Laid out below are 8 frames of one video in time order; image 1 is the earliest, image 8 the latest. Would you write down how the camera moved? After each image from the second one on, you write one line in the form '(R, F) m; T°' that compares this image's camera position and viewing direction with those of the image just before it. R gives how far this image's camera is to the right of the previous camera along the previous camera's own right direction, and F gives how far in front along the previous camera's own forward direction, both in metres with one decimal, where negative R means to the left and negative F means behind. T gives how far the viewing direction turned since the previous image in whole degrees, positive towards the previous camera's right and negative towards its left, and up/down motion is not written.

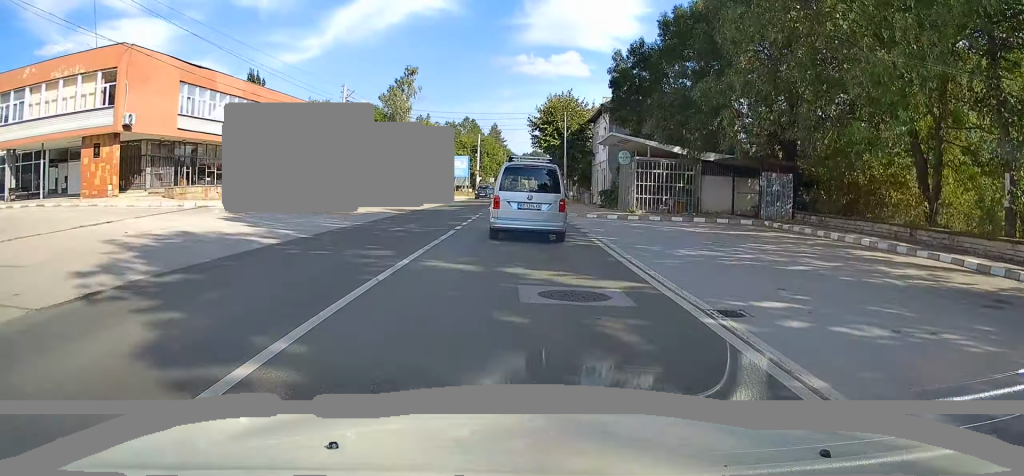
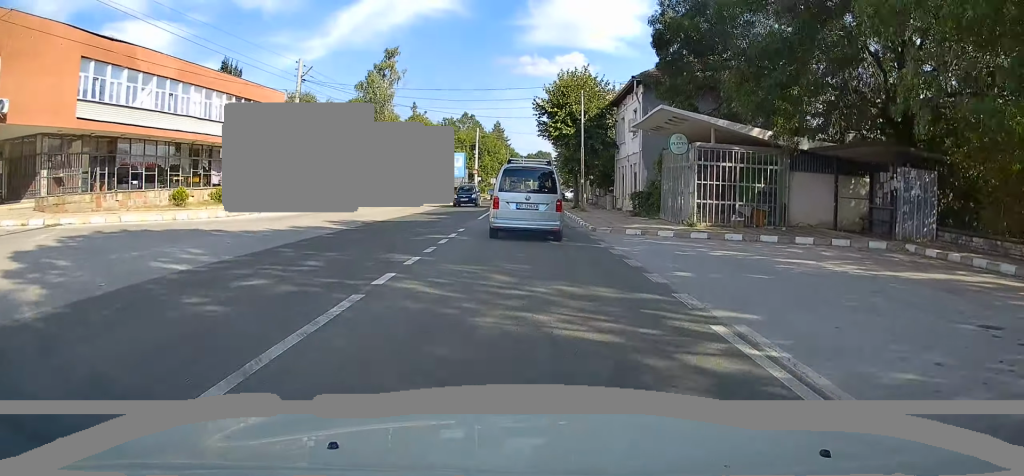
(+0.1, +10.5) m; 0°
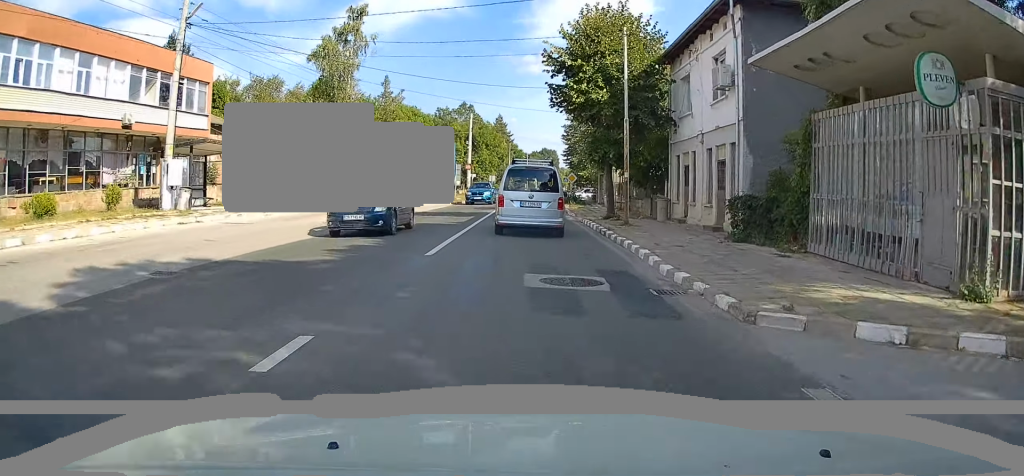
(-0.3, +13.9) m; 0°
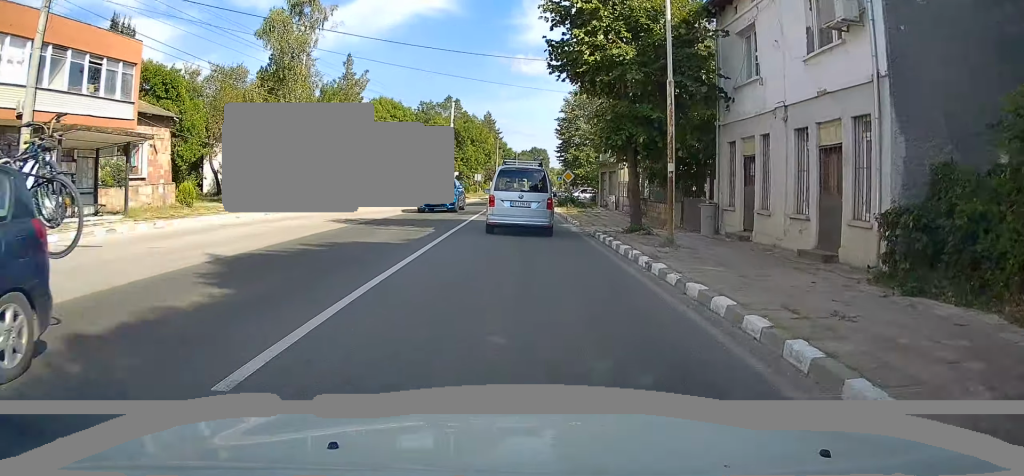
(+0.2, +7.6) m; 0°
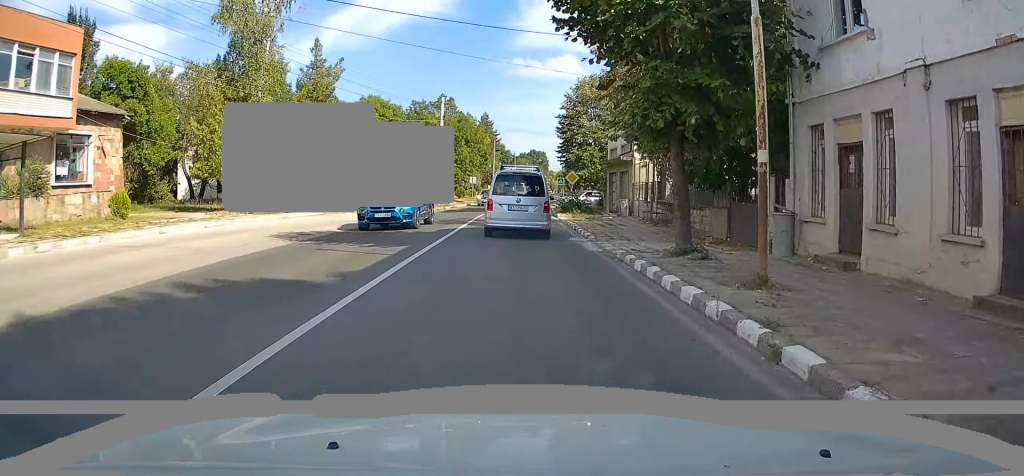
(+0.1, +5.3) m; 0°
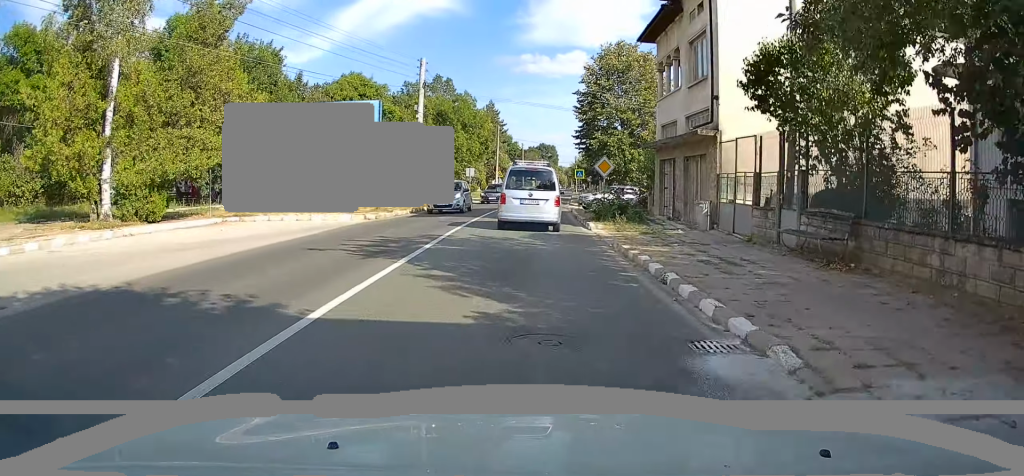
(-0.3, +13.0) m; 0°
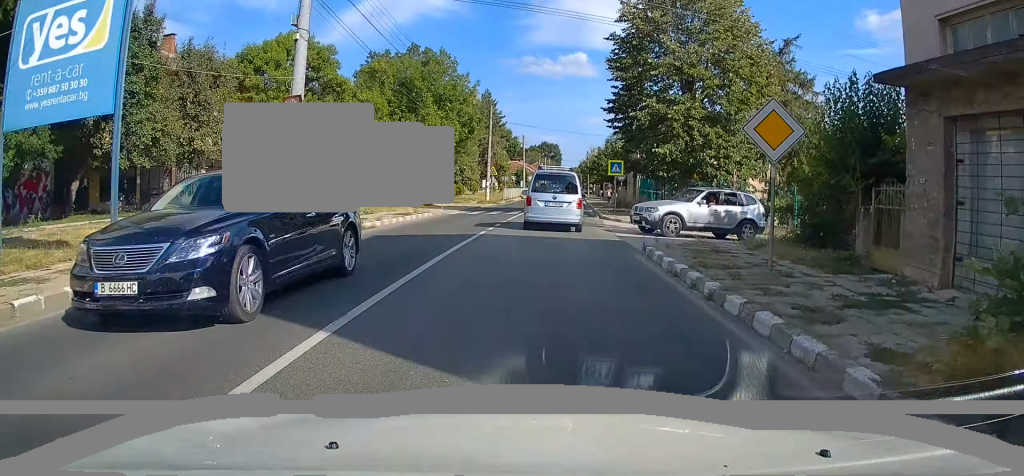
(0.0, +19.5) m; 0°
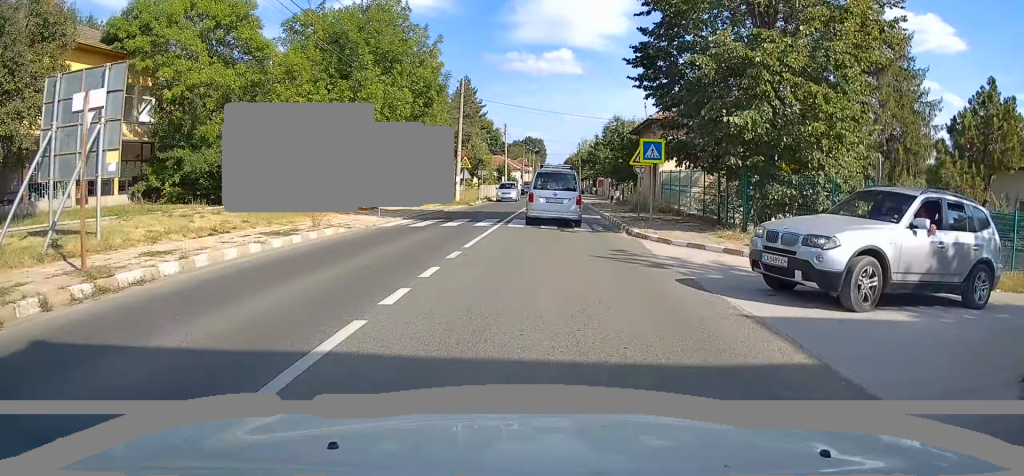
(+0.3, +12.5) m; +2°
